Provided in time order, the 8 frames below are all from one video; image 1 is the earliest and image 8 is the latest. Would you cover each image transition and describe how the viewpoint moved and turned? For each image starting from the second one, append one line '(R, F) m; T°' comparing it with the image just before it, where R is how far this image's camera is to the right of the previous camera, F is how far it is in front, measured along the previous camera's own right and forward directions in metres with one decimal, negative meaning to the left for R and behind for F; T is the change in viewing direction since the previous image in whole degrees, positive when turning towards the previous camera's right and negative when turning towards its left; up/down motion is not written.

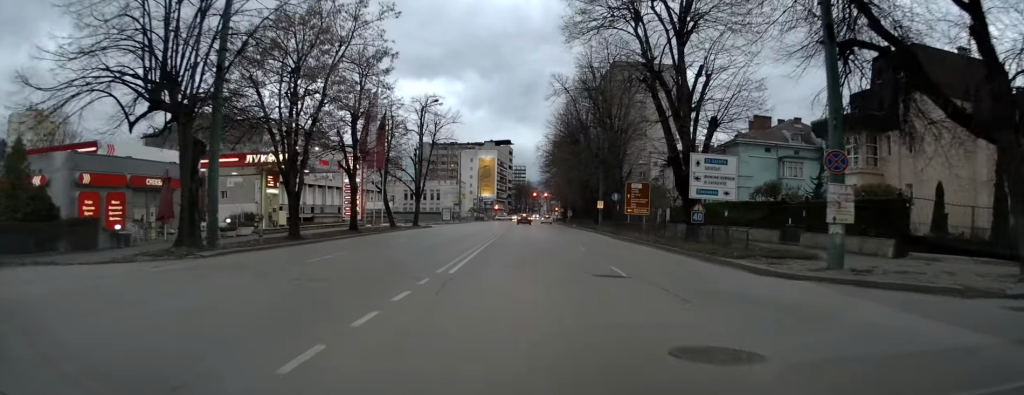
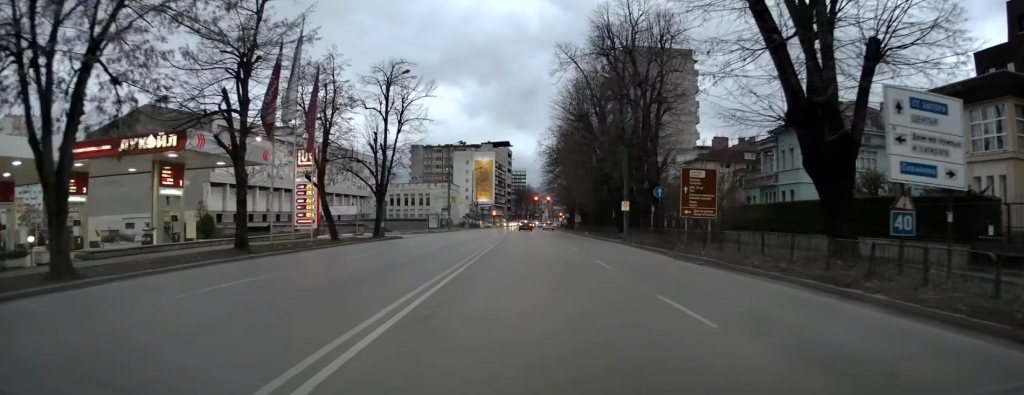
(-0.3, +16.0) m; 0°
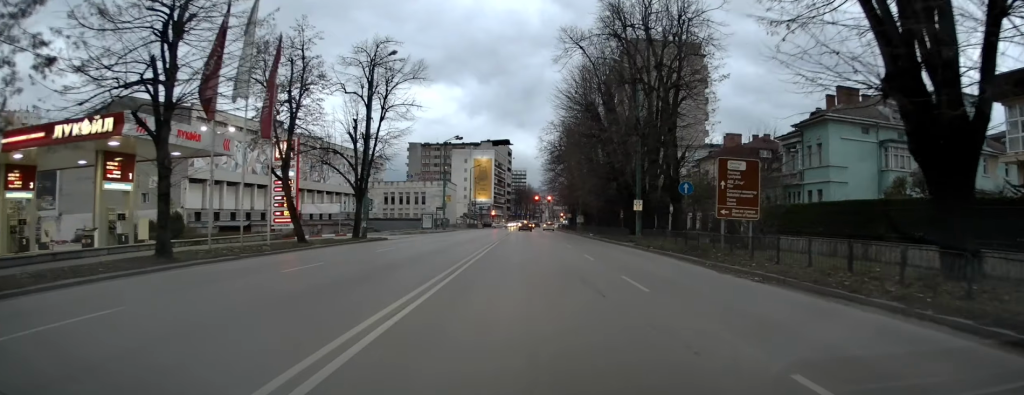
(0.0, +5.5) m; 0°
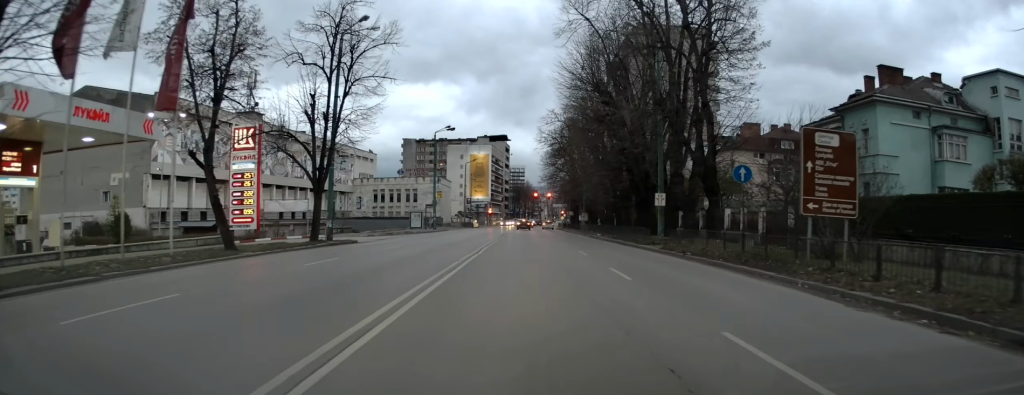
(0.0, +7.6) m; 0°
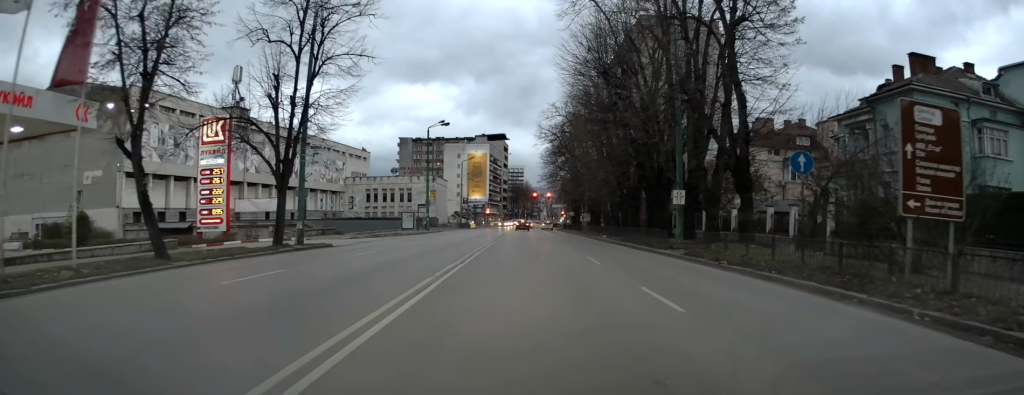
(0.0, +4.5) m; 0°
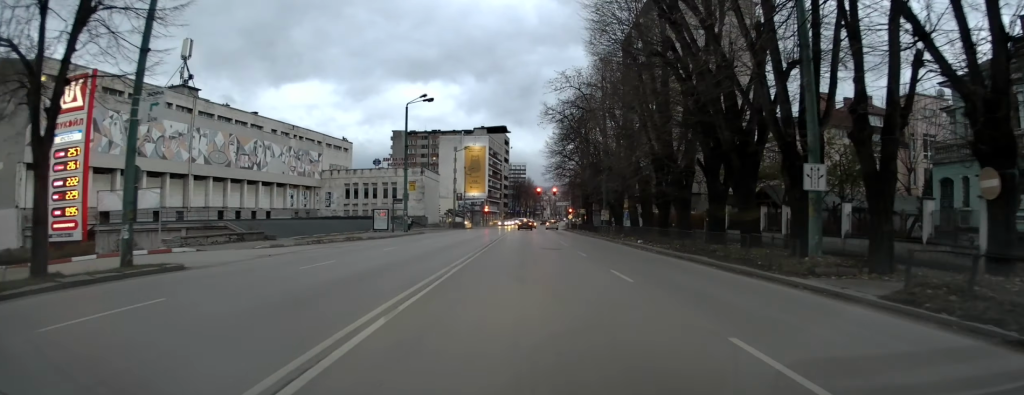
(0.0, +14.6) m; -1°
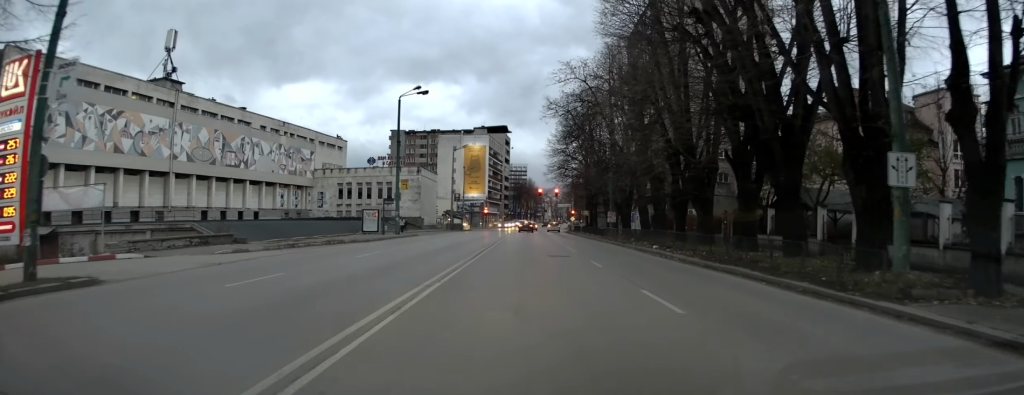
(0.0, +4.1) m; 0°
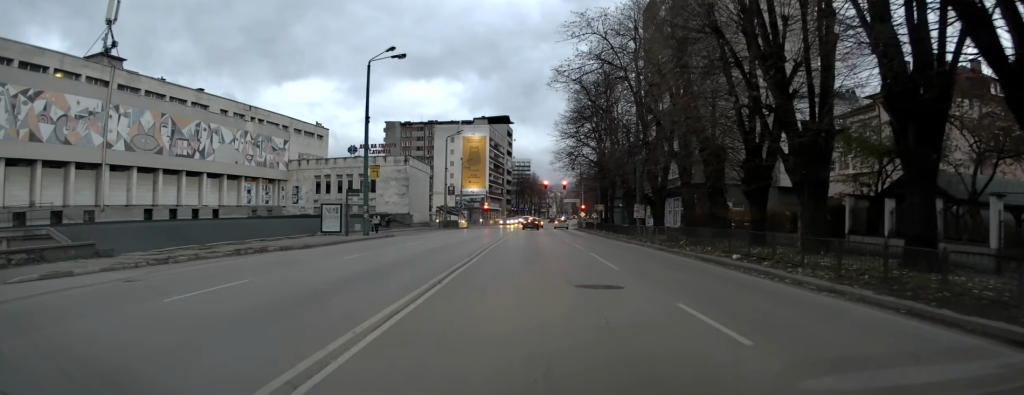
(-0.2, +11.8) m; -1°
